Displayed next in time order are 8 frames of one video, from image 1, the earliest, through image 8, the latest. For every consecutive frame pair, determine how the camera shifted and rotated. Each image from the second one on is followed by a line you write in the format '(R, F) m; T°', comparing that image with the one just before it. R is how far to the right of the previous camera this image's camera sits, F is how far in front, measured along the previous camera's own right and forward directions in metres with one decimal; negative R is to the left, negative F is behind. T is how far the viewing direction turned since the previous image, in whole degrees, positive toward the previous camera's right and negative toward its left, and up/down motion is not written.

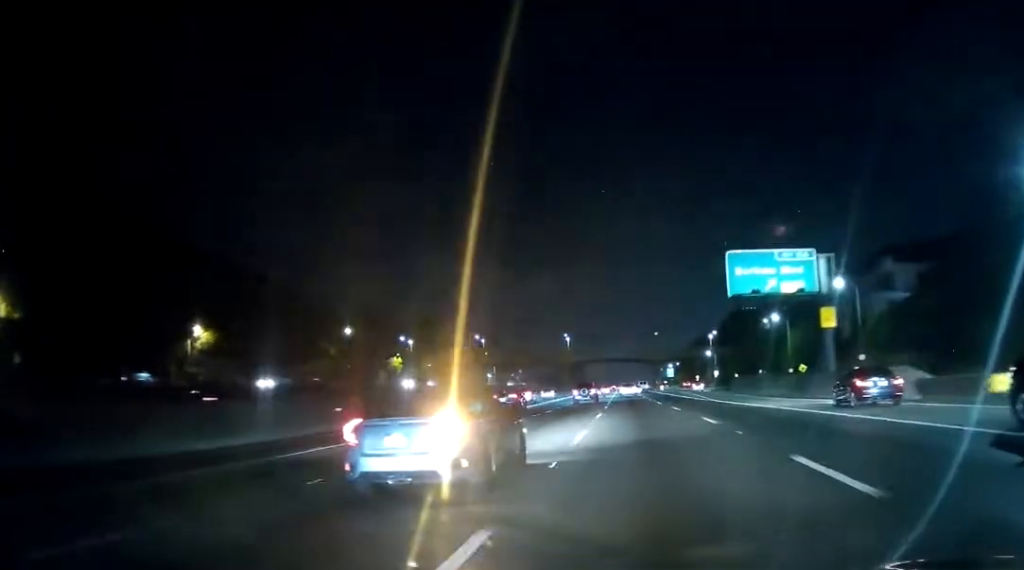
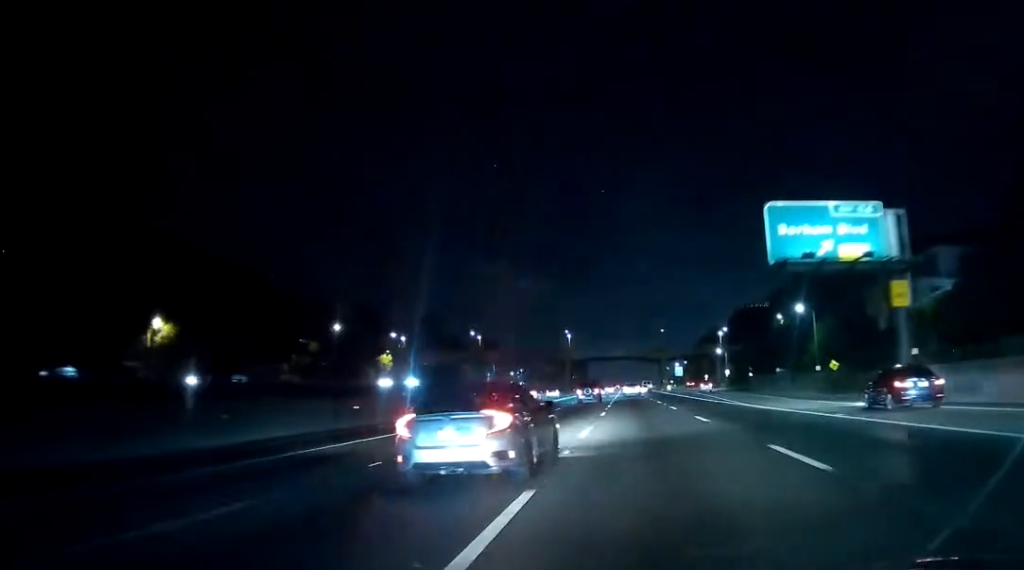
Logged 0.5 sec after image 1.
(0.0, +12.7) m; 0°
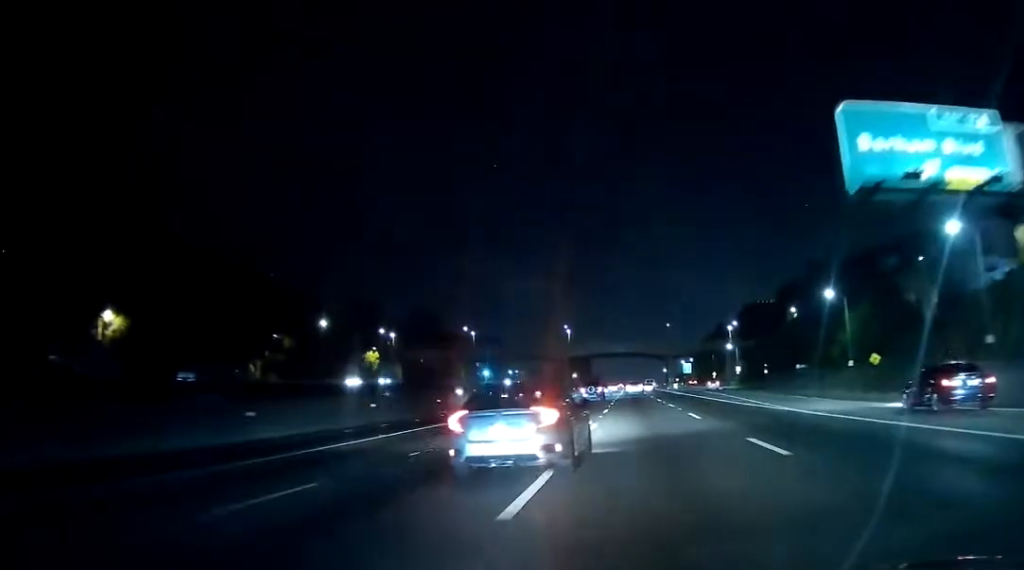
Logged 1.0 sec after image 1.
(+0.1, +11.9) m; 0°
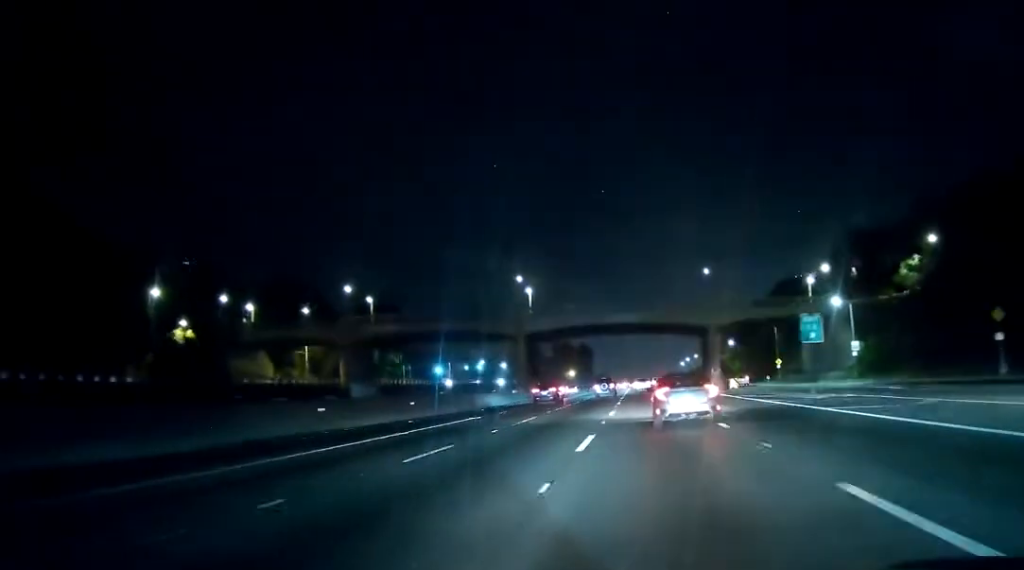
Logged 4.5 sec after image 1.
(-0.4, +81.4) m; 0°
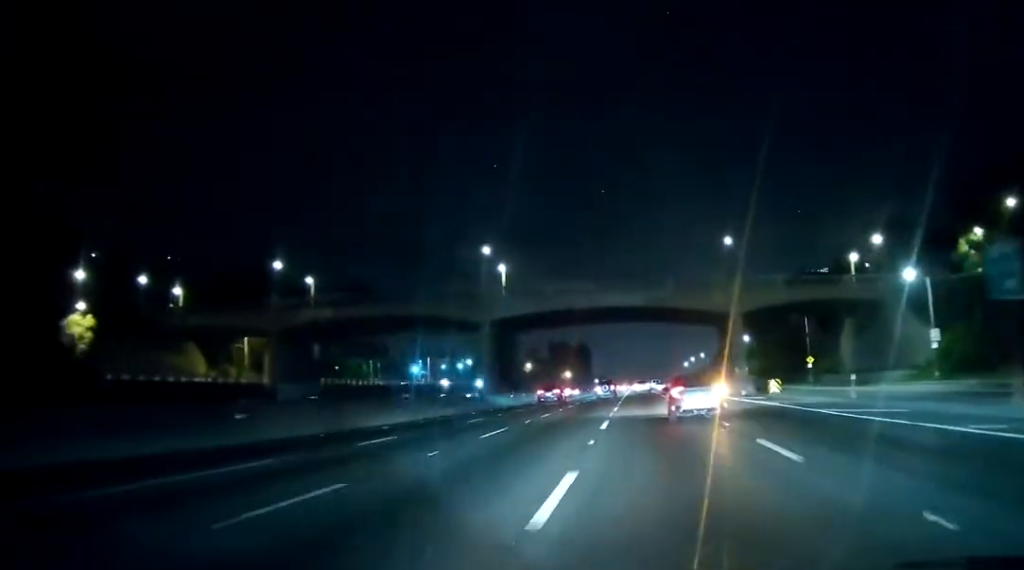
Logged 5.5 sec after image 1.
(-0.3, +22.4) m; 0°
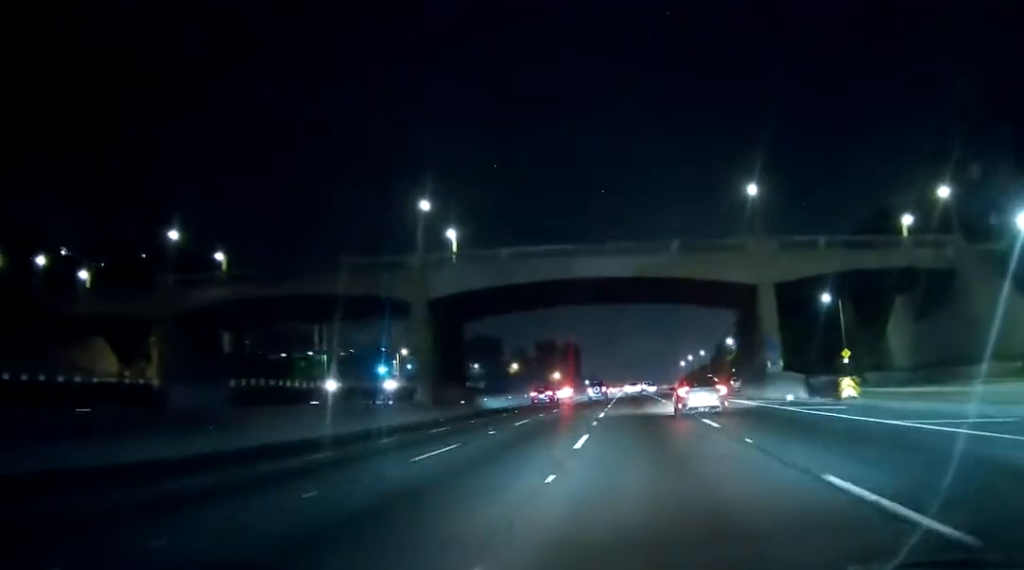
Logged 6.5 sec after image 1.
(+0.2, +20.7) m; +1°
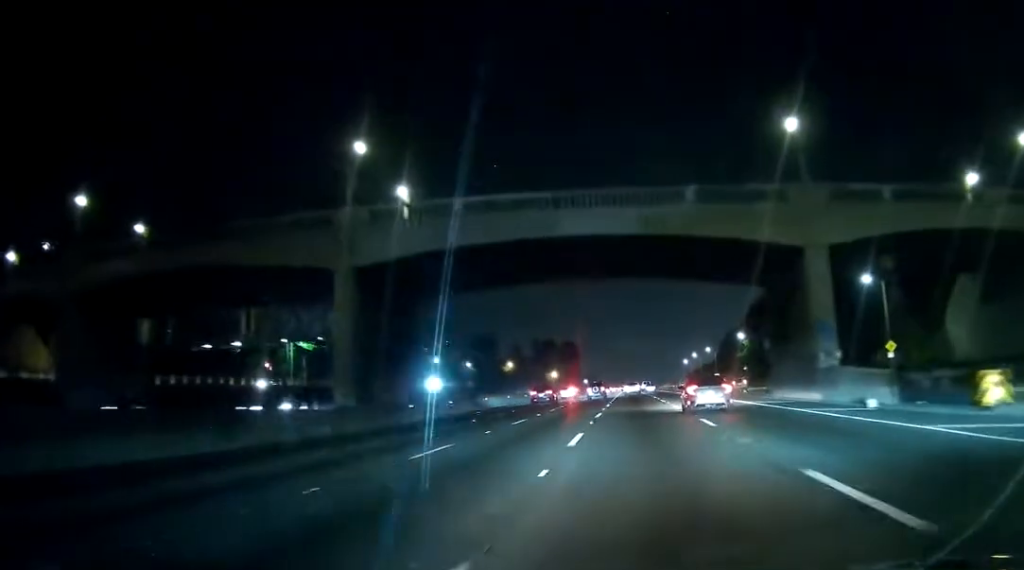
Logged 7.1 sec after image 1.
(+0.2, +14.8) m; -1°
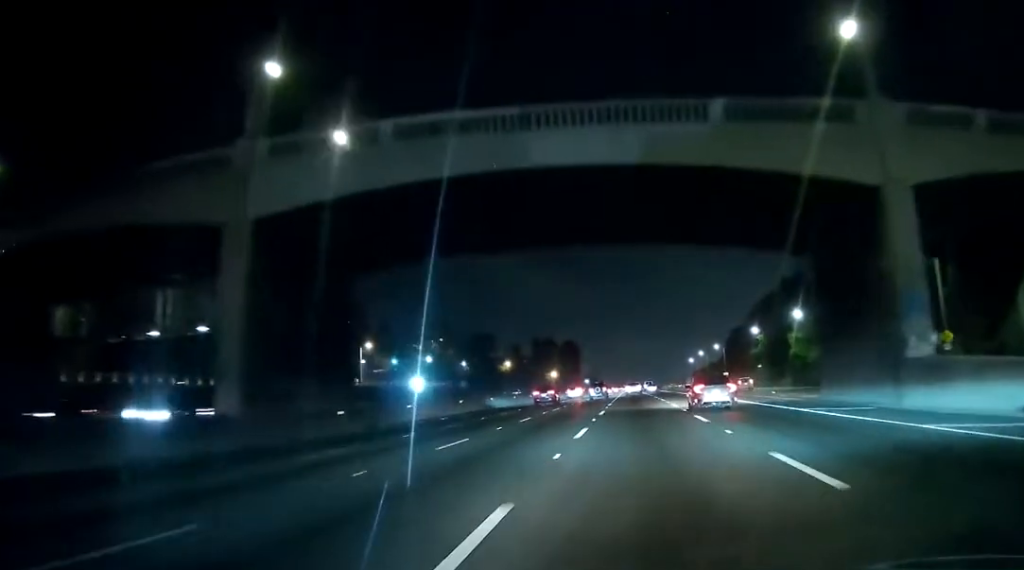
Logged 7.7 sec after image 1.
(-0.2, +11.8) m; 0°
